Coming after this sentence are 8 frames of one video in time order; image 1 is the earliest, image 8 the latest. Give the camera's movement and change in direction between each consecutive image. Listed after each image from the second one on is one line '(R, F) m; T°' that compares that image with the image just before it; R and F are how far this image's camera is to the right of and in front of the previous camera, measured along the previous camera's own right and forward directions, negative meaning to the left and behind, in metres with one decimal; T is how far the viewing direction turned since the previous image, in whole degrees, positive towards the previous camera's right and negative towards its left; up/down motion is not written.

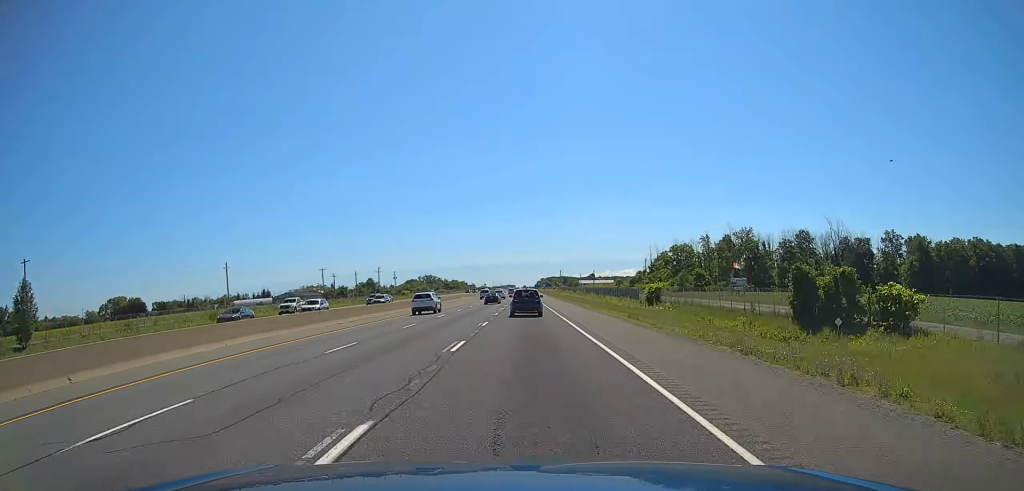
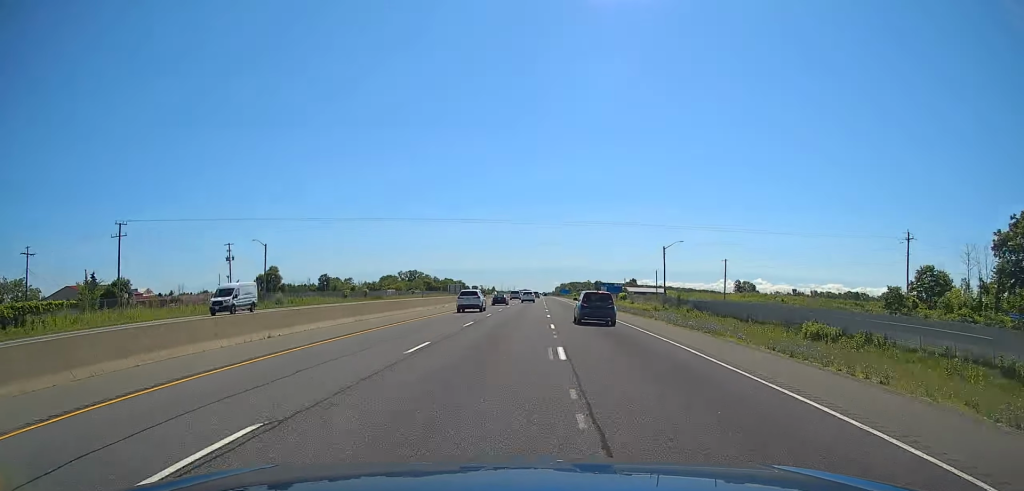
(-1.8, +194.0) m; 0°
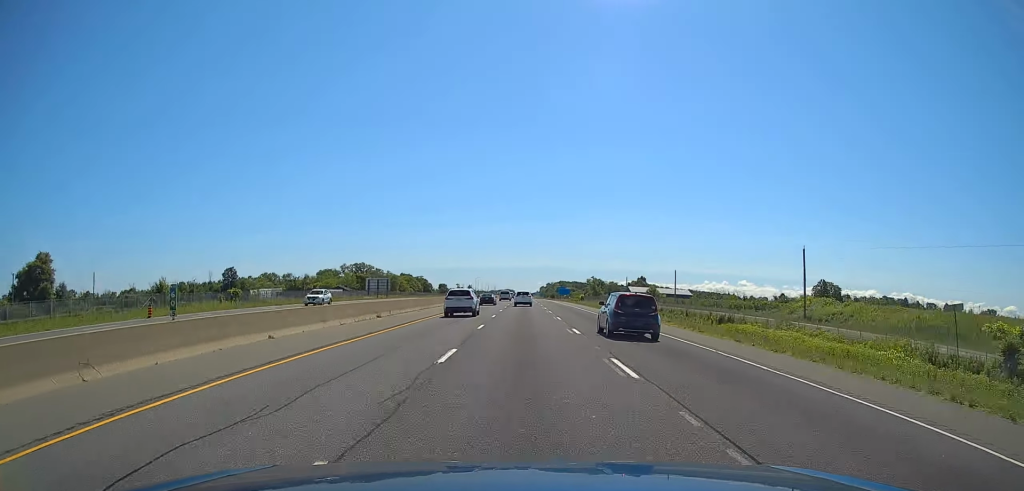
(+1.0, +118.2) m; +1°
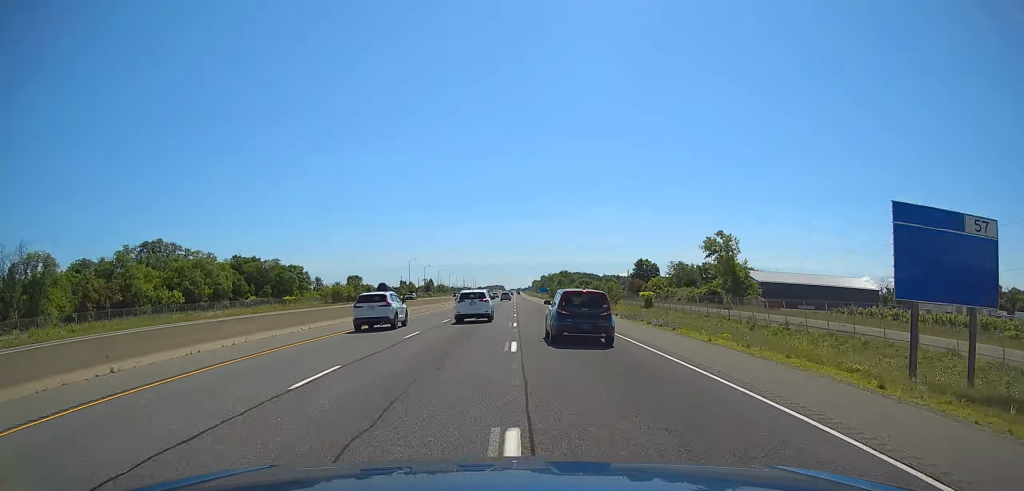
(+1.8, +224.1) m; +1°
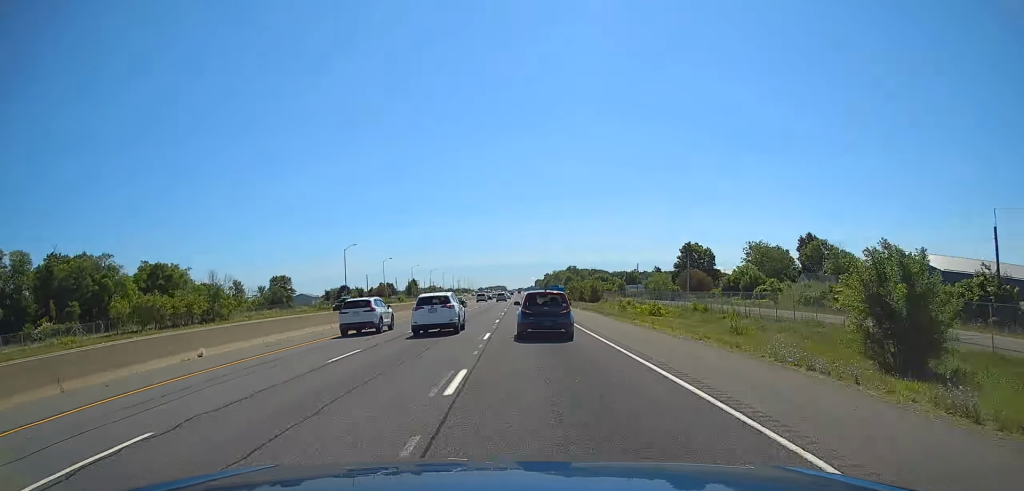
(+0.1, +80.5) m; 0°
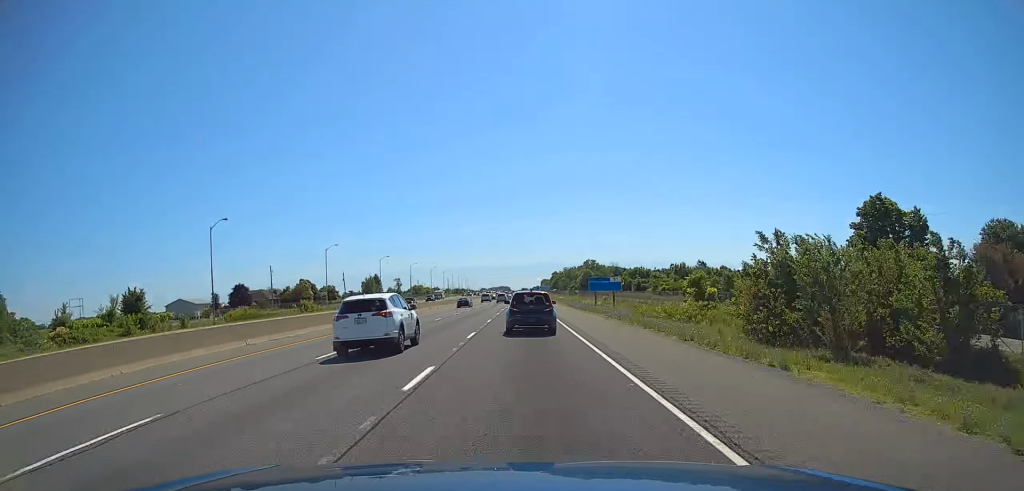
(+0.1, +109.0) m; 0°
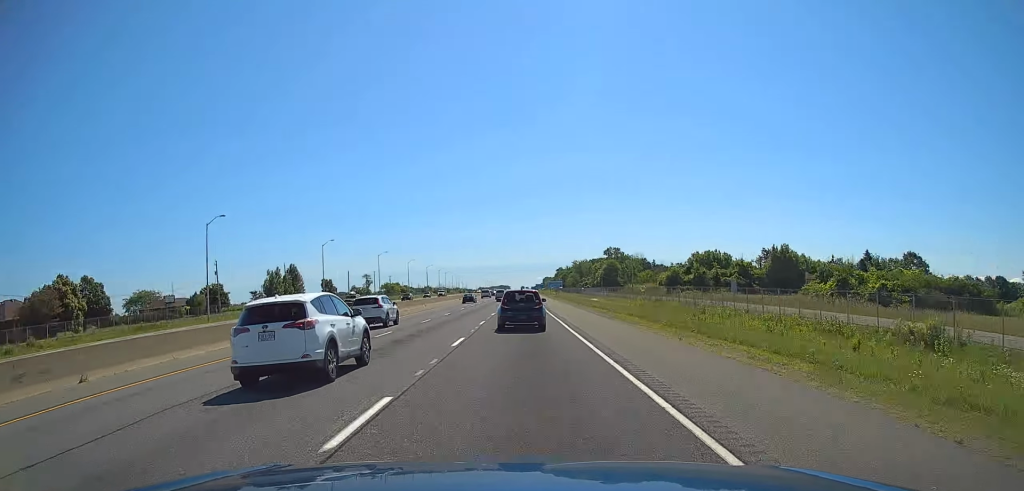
(+0.2, +101.1) m; 0°
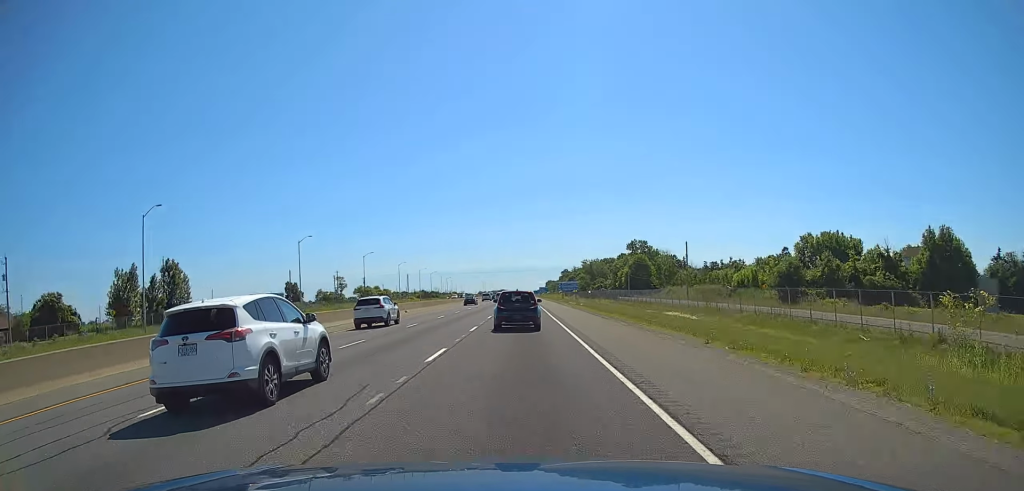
(-0.4, +64.8) m; 0°
